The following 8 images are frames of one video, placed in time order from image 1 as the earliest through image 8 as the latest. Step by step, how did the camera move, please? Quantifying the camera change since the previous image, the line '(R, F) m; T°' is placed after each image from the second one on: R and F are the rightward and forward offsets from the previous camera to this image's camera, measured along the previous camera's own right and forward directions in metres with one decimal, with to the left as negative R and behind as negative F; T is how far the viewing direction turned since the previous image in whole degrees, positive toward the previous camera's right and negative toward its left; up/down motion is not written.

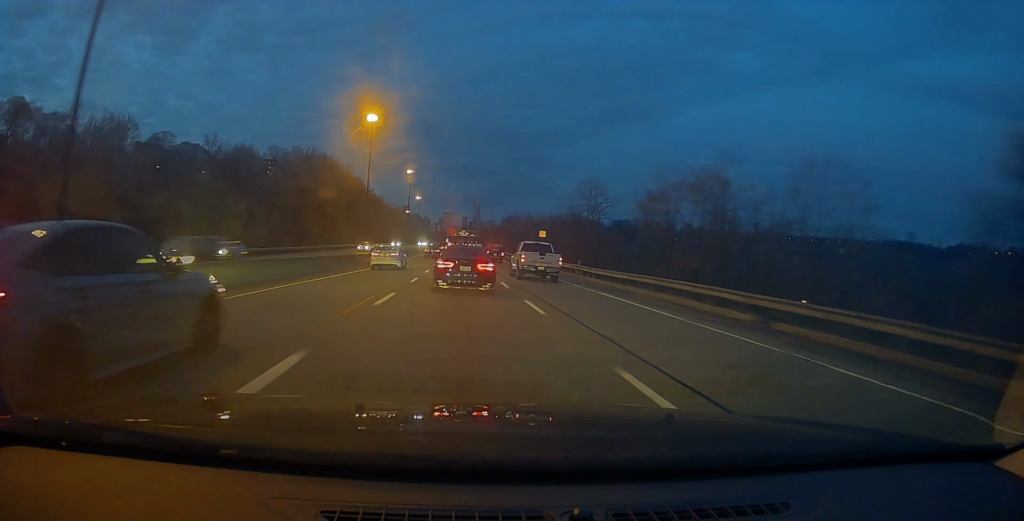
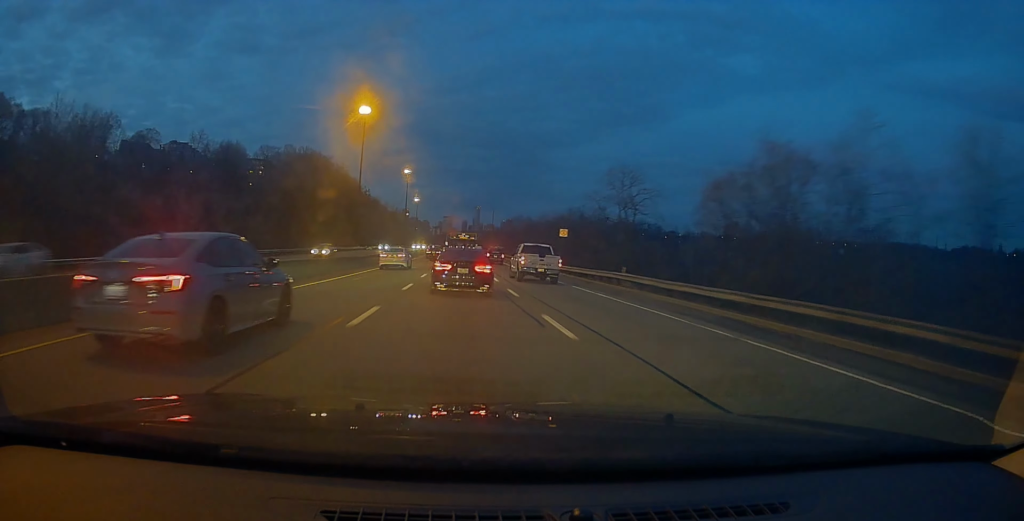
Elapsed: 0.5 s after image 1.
(-0.2, +12.0) m; 0°
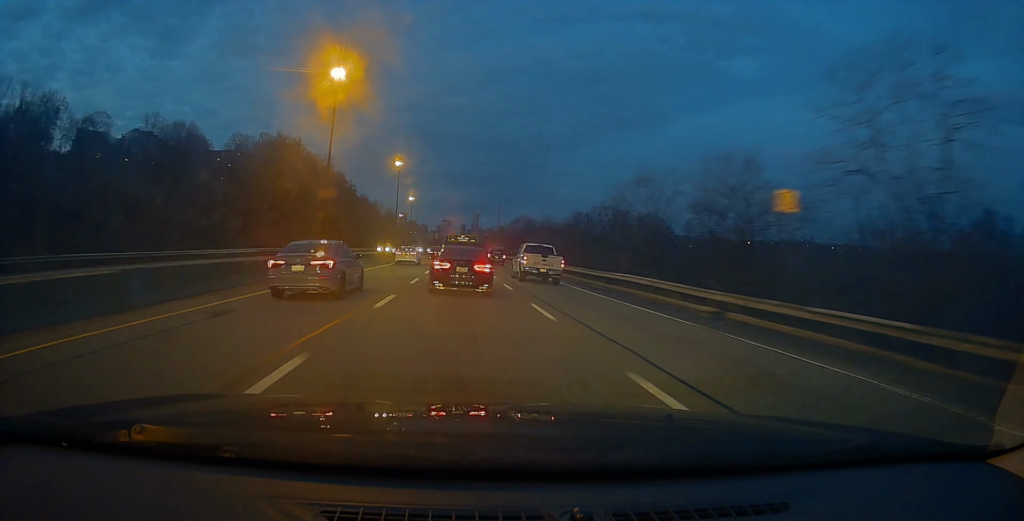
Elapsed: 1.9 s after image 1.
(-0.3, +32.9) m; +1°
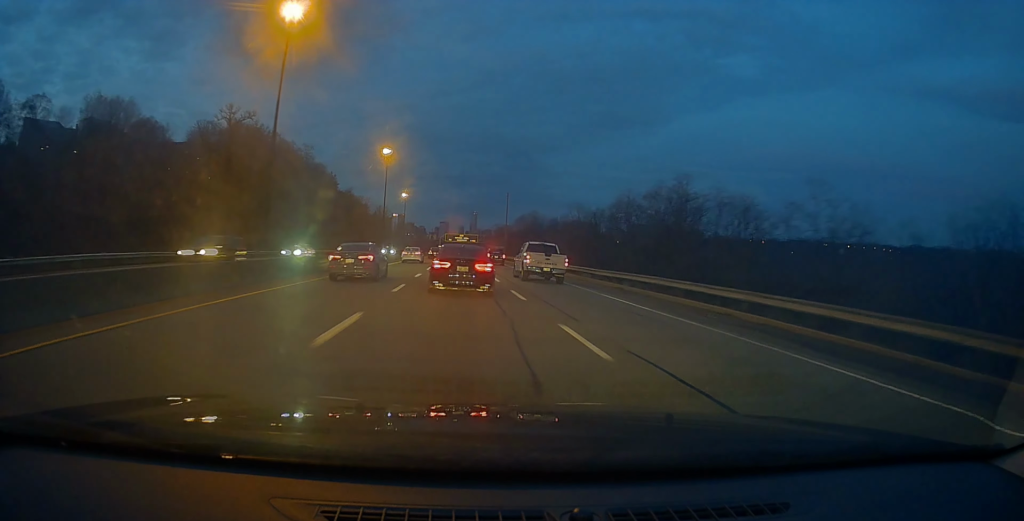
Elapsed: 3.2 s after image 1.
(+0.6, +31.3) m; +1°
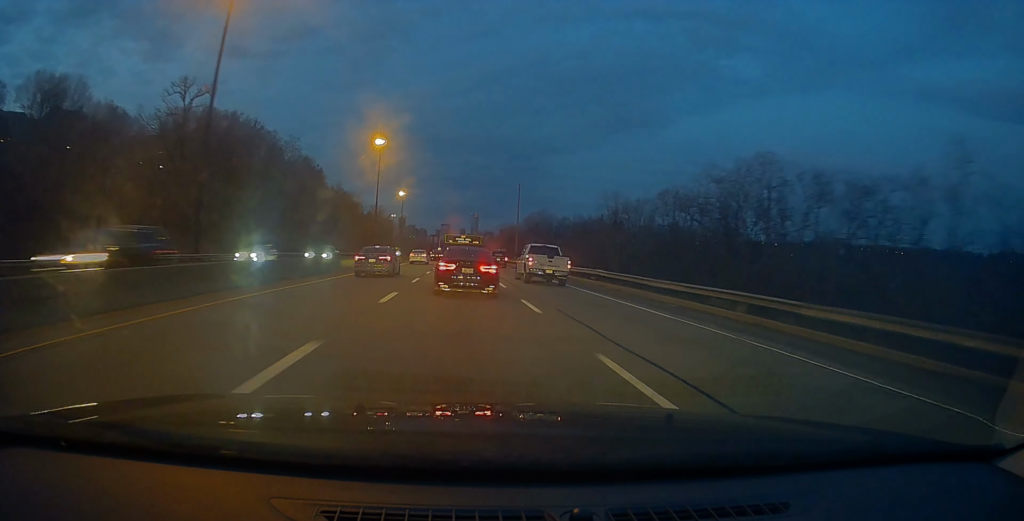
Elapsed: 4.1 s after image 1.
(-0.2, +21.3) m; -1°
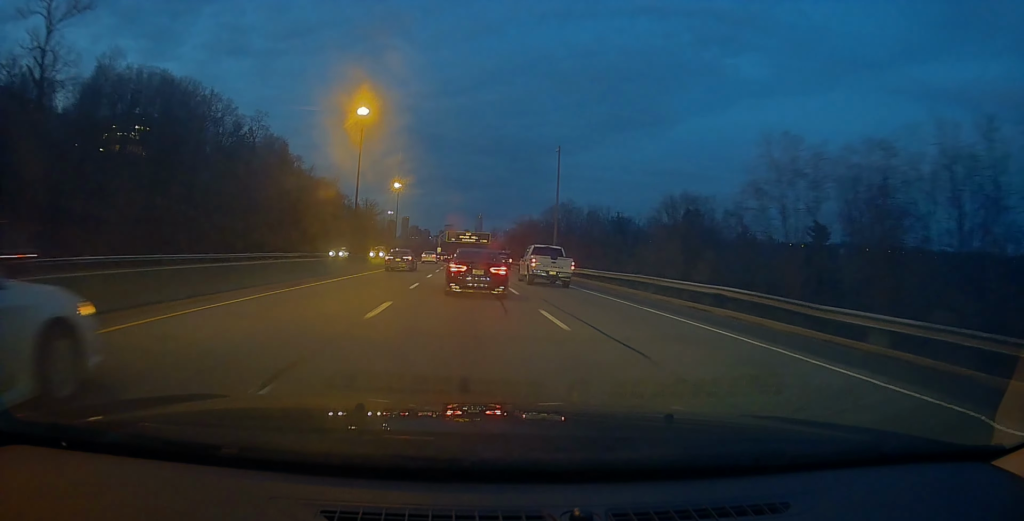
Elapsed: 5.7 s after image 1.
(-0.6, +38.8) m; 0°
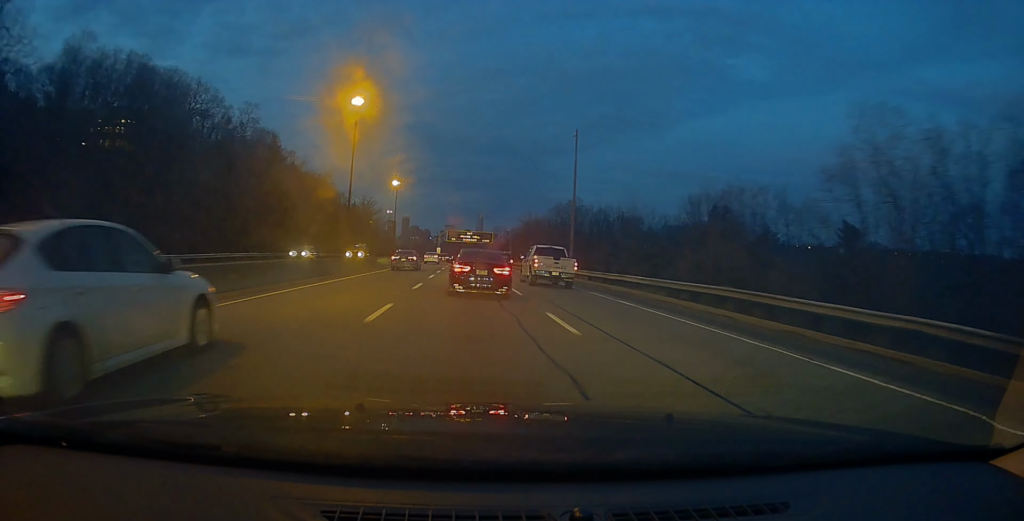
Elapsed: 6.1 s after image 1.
(-0.2, +9.3) m; +1°
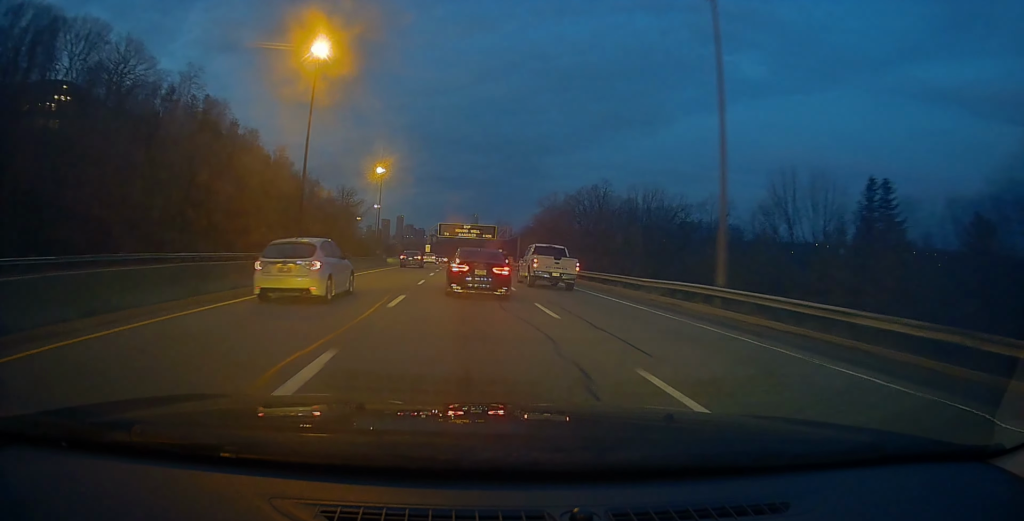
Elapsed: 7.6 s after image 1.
(+0.2, +33.3) m; -1°
